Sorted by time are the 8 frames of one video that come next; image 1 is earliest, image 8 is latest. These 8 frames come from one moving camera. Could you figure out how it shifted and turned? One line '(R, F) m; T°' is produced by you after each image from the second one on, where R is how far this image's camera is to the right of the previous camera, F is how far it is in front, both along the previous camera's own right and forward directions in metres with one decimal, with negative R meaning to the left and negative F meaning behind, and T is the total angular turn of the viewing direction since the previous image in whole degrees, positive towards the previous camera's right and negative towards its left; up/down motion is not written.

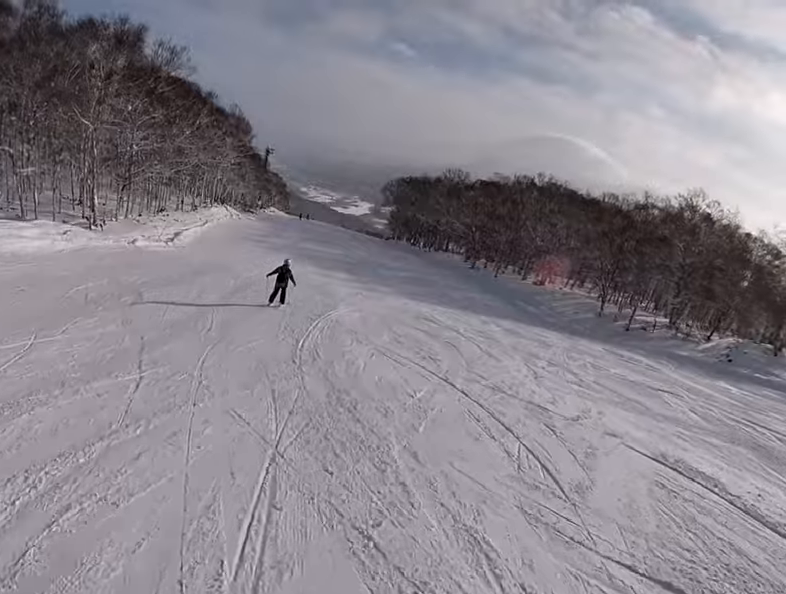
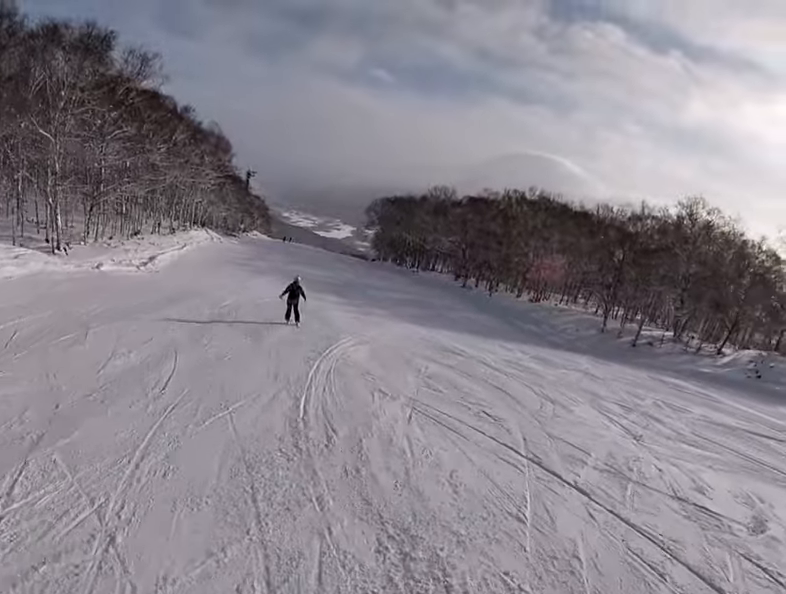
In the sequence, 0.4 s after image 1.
(0.0, +3.8) m; 0°
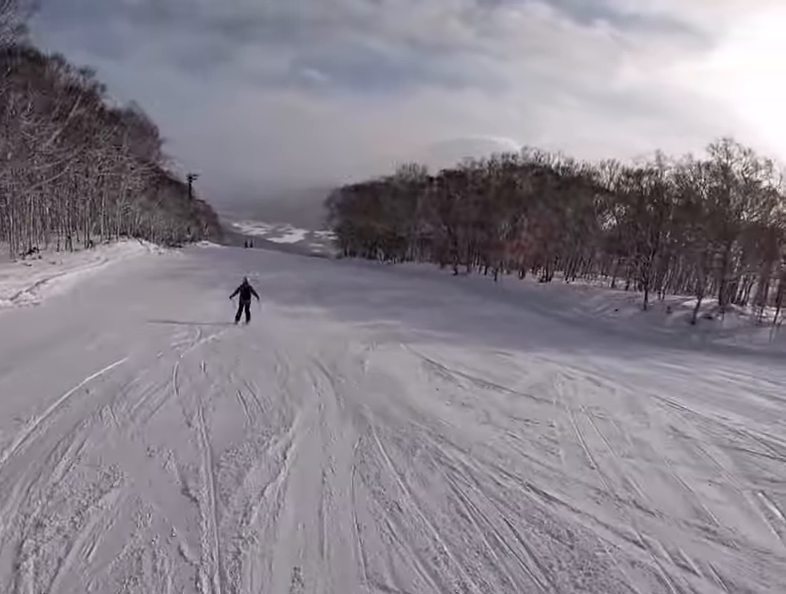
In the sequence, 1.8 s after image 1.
(0.0, +12.7) m; 0°
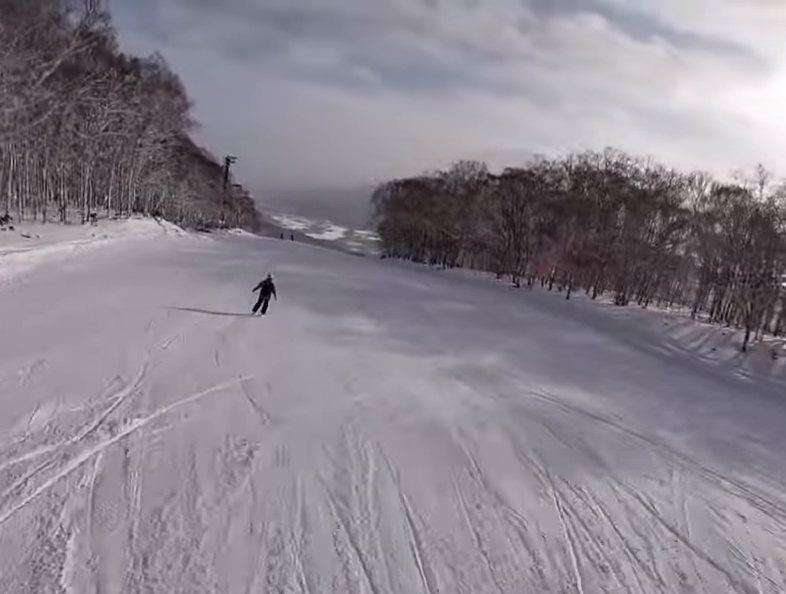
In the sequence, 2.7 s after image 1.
(0.0, +8.1) m; 0°
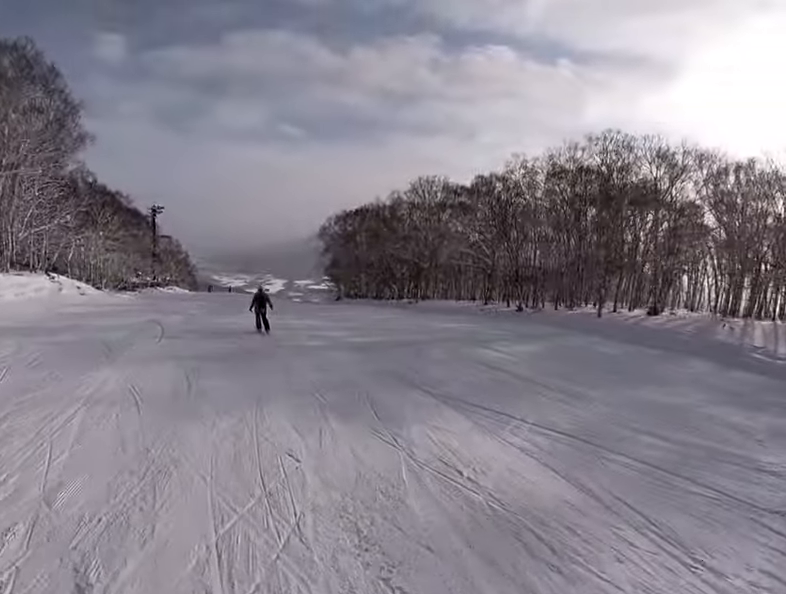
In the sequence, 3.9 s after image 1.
(0.0, +12.6) m; 0°
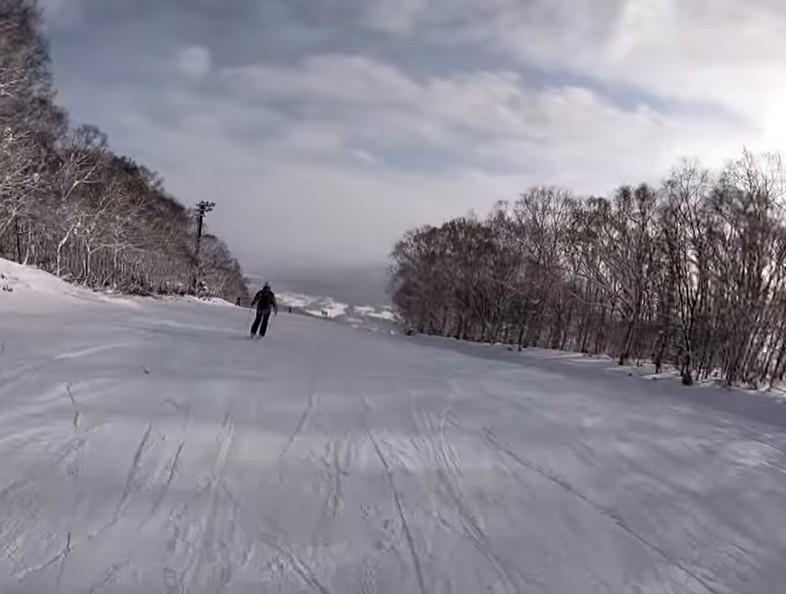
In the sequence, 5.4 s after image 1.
(0.0, +15.1) m; 0°
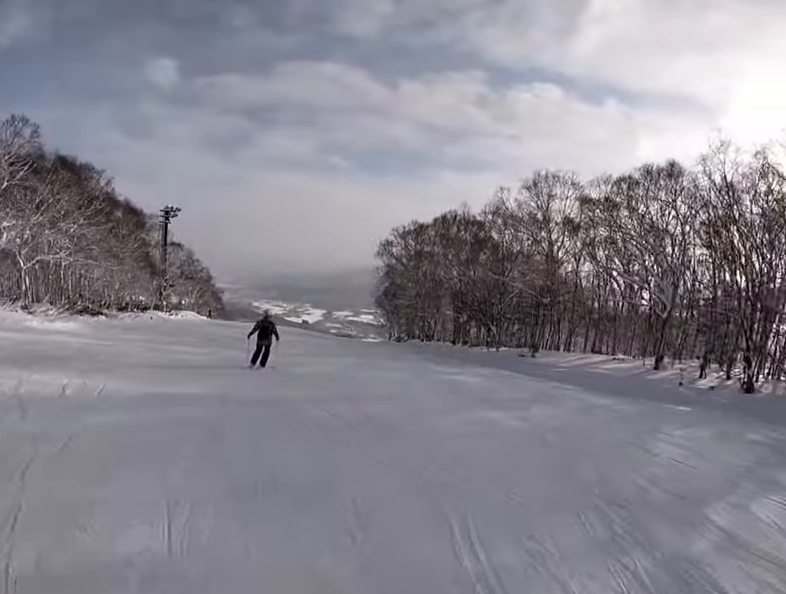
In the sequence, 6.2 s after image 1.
(0.0, +7.5) m; +2°
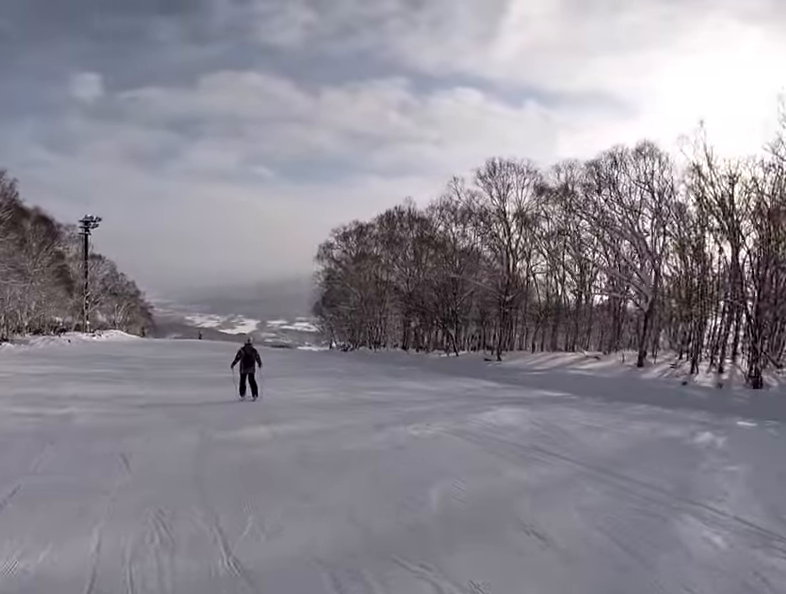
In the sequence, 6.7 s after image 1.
(-0.2, +5.4) m; +5°
